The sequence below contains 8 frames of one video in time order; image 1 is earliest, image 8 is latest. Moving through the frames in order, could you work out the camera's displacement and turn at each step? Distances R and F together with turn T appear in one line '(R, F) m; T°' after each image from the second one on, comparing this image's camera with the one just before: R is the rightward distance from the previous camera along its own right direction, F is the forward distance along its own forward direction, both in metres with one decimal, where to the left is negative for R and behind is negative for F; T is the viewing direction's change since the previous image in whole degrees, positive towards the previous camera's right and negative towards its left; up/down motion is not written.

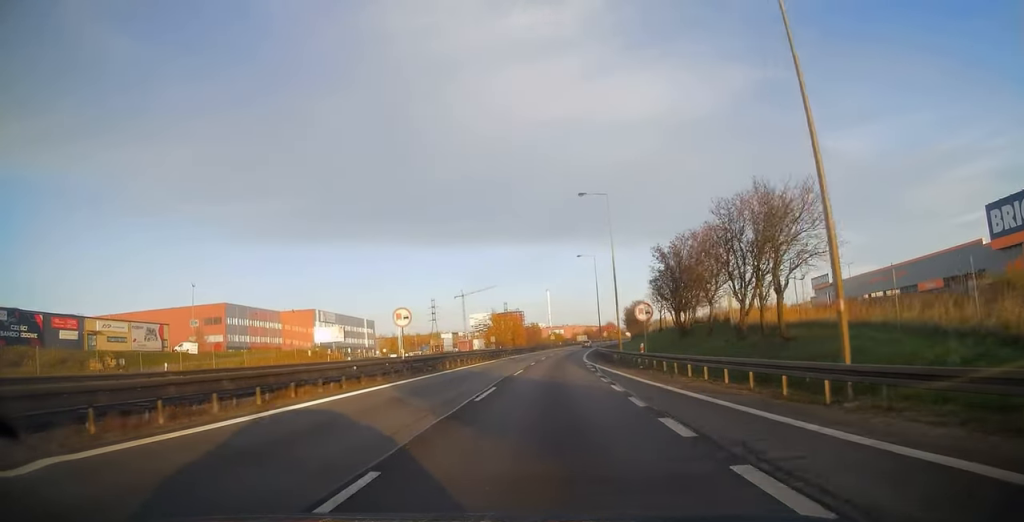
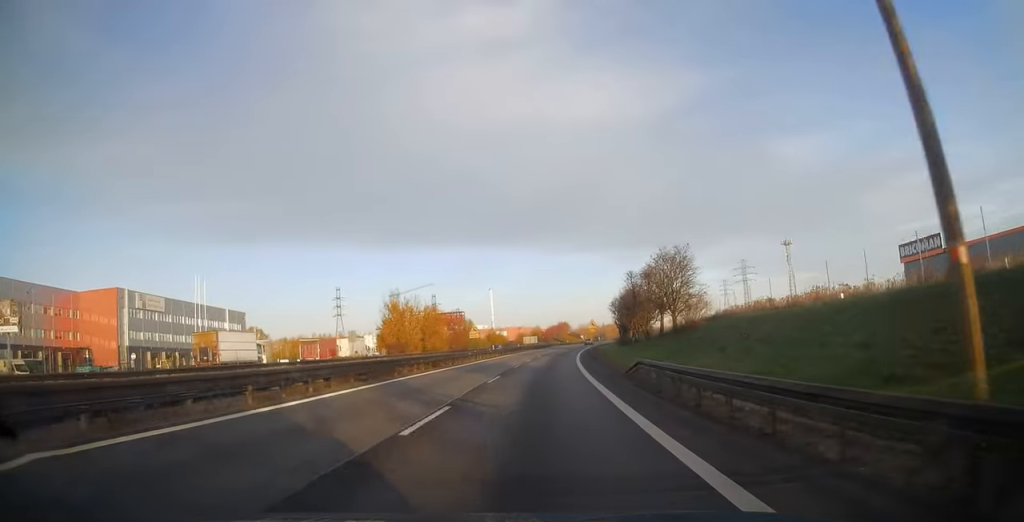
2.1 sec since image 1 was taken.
(+3.3, +66.8) m; +5°
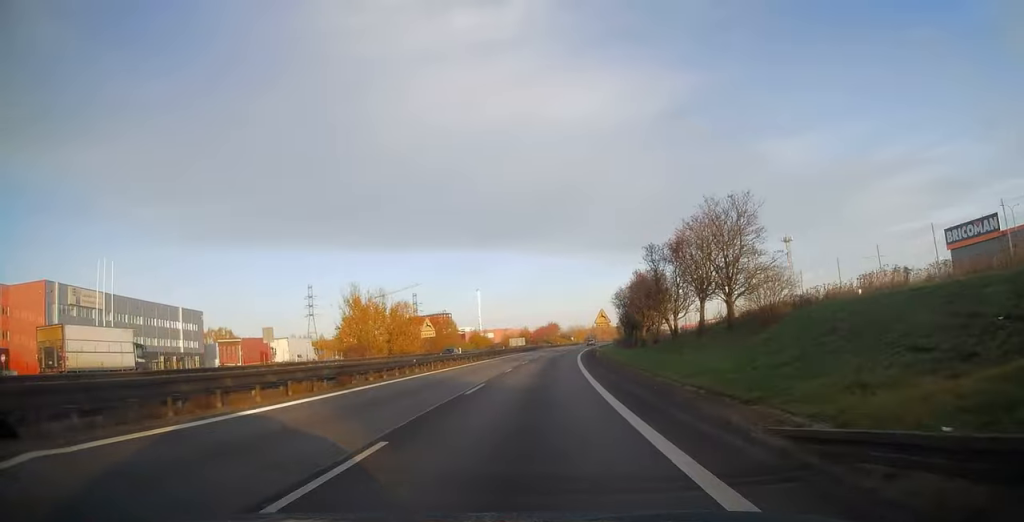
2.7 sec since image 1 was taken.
(+0.2, +17.3) m; +1°
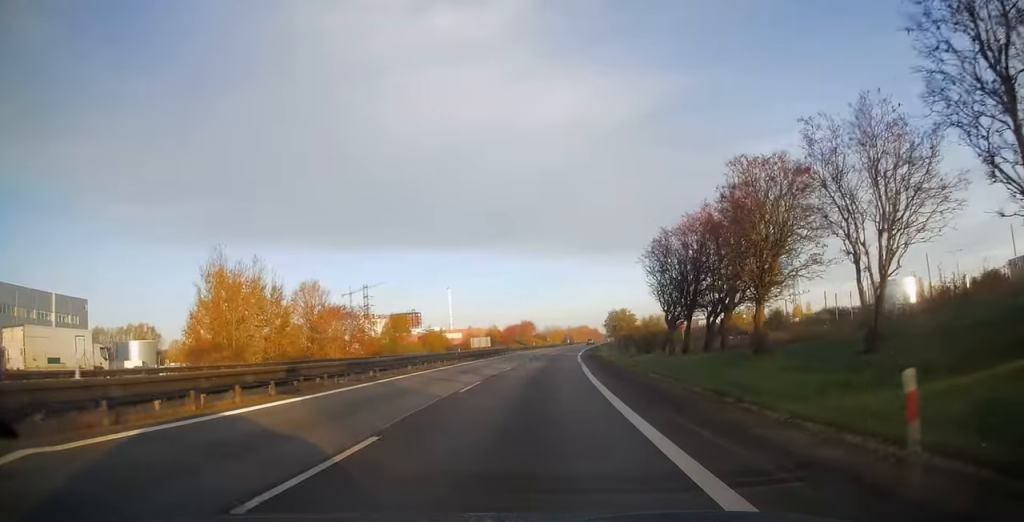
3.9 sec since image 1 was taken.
(+0.7, +36.6) m; +2°
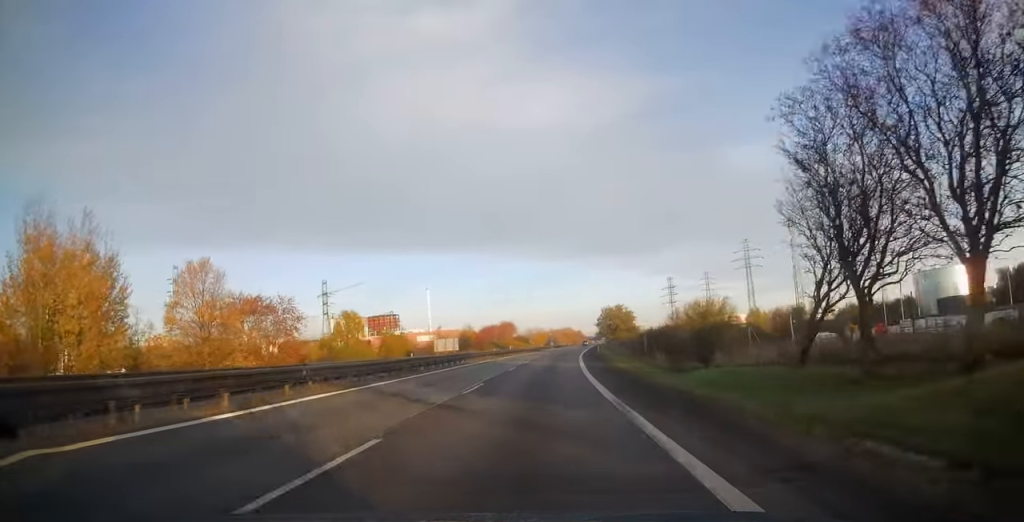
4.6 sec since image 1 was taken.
(+0.5, +24.6) m; +2°
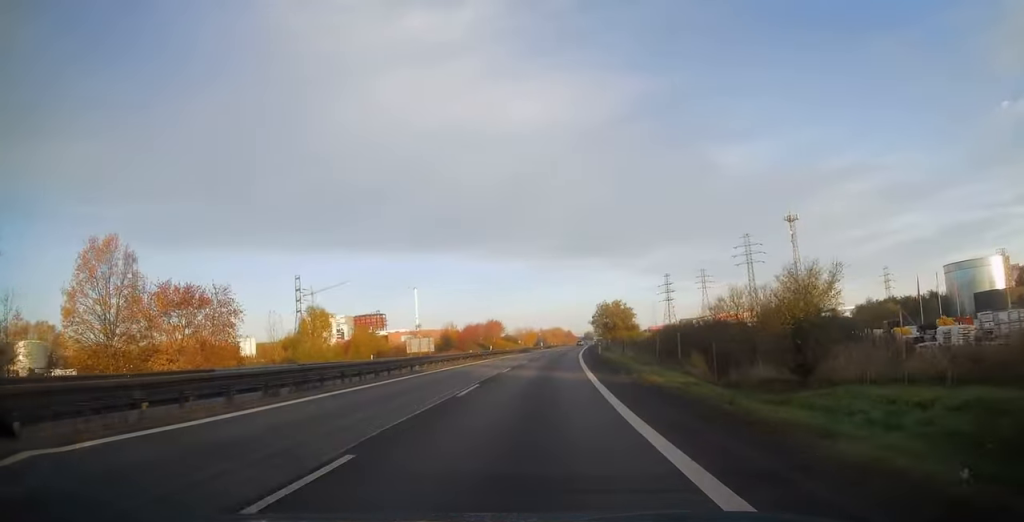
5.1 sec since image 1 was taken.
(+0.1, +13.6) m; +1°
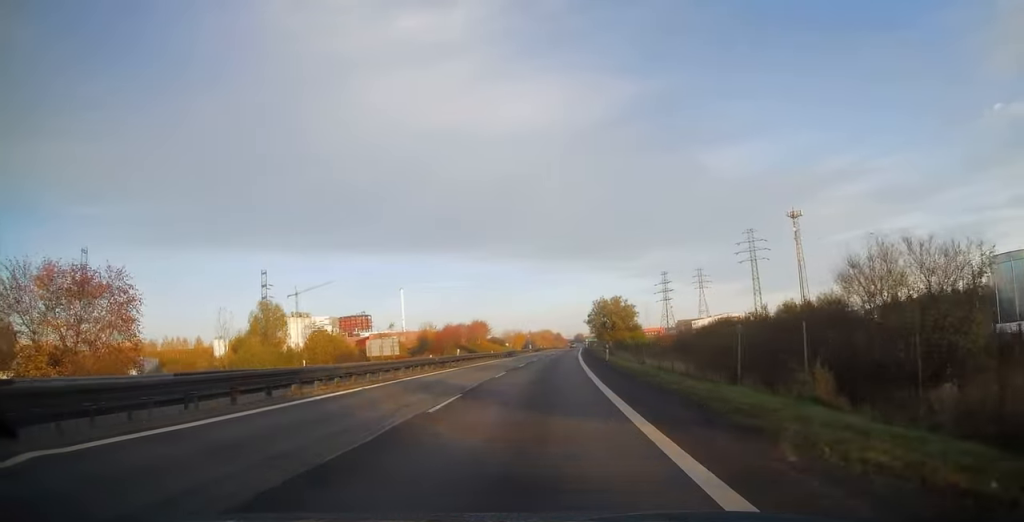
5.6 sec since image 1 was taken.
(+0.1, +15.7) m; +1°
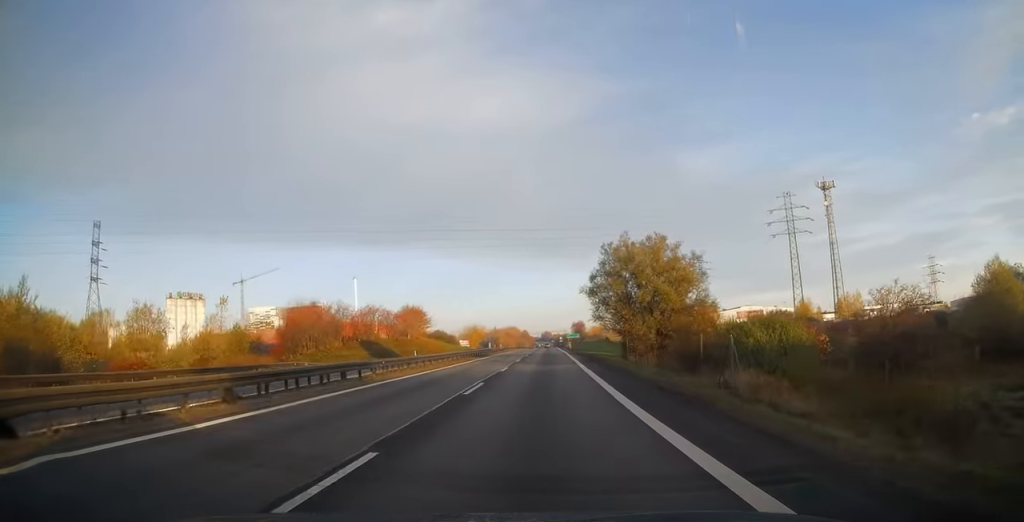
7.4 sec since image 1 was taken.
(+1.8, +58.1) m; +3°
